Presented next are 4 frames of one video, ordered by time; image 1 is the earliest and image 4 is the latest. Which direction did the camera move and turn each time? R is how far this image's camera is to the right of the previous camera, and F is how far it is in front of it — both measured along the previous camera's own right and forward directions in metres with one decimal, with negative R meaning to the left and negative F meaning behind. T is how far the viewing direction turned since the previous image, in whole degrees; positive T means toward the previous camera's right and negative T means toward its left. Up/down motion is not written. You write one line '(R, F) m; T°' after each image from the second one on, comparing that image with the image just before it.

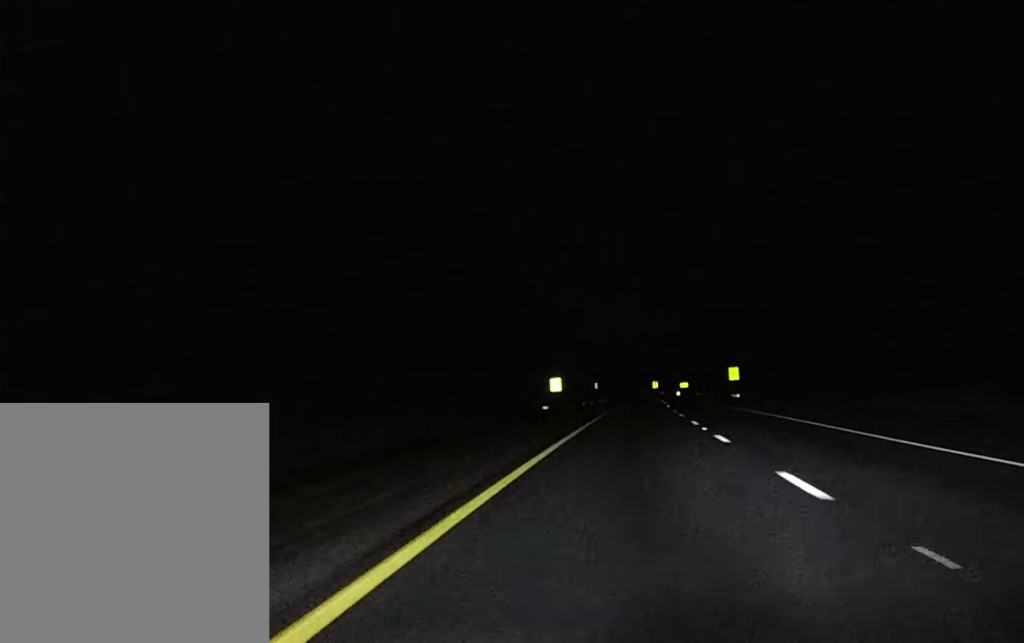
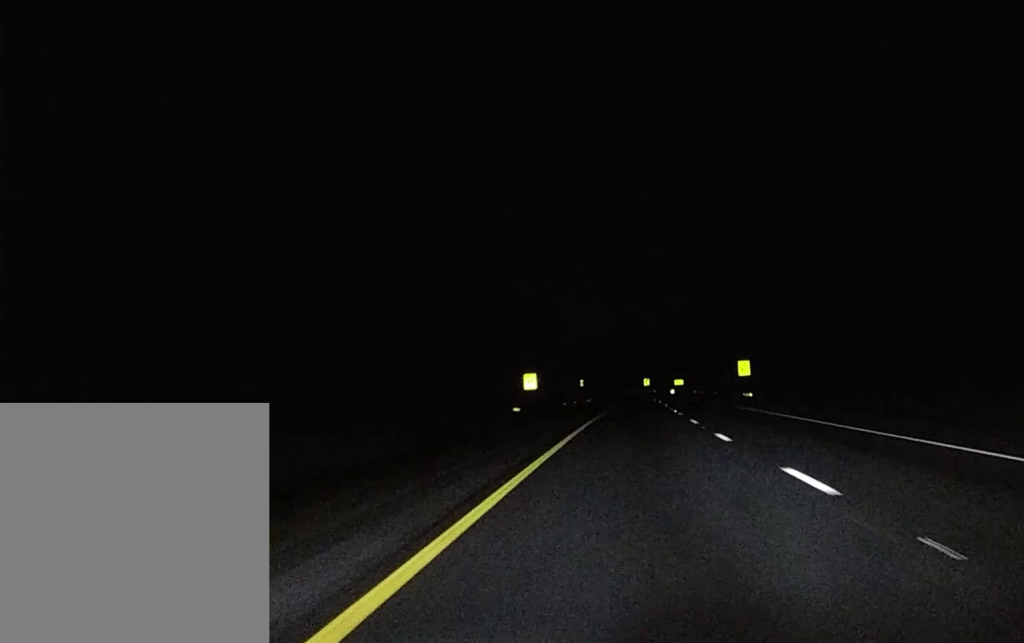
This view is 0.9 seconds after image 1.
(+0.3, +21.9) m; +1°
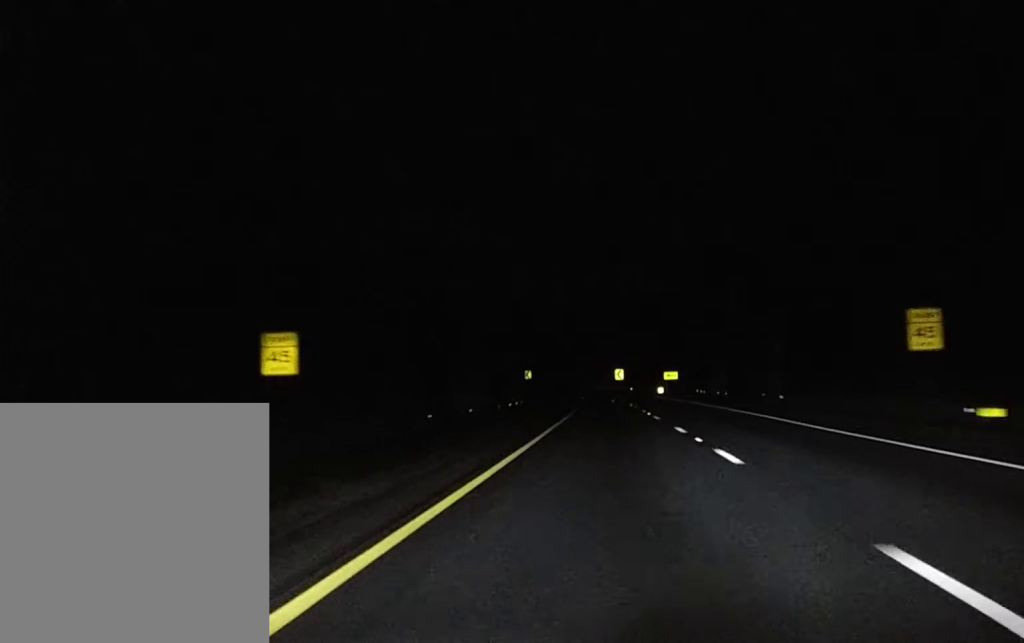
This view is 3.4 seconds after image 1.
(+1.0, +78.5) m; +1°
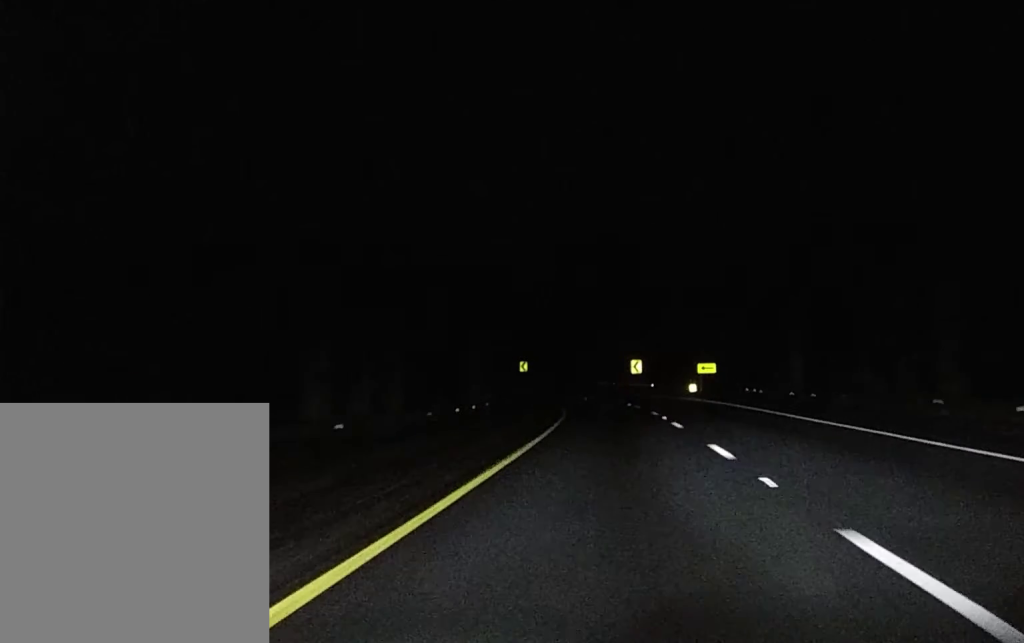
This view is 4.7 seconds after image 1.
(-0.2, +46.6) m; -1°
